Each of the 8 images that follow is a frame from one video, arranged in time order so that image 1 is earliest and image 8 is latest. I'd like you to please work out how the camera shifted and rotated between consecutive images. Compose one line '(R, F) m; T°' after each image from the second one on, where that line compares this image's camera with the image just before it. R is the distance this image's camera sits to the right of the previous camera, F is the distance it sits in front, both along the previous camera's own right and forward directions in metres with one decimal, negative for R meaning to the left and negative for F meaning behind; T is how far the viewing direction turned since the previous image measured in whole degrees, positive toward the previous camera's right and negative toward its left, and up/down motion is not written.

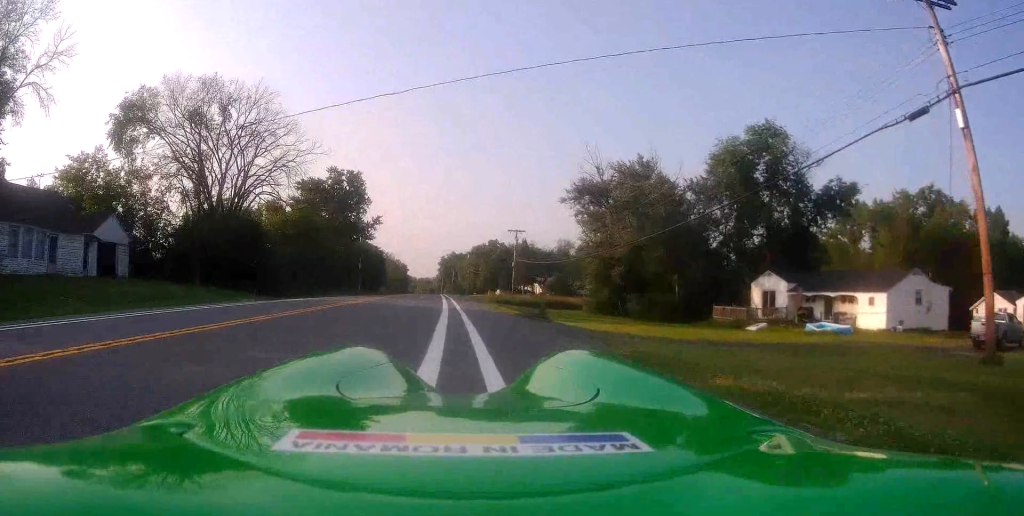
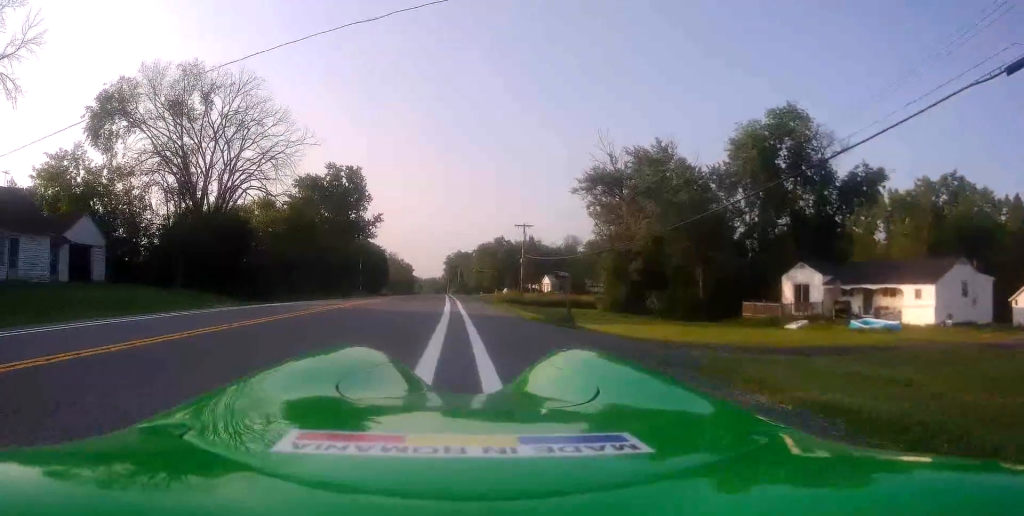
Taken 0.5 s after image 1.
(-0.2, +3.8) m; -1°
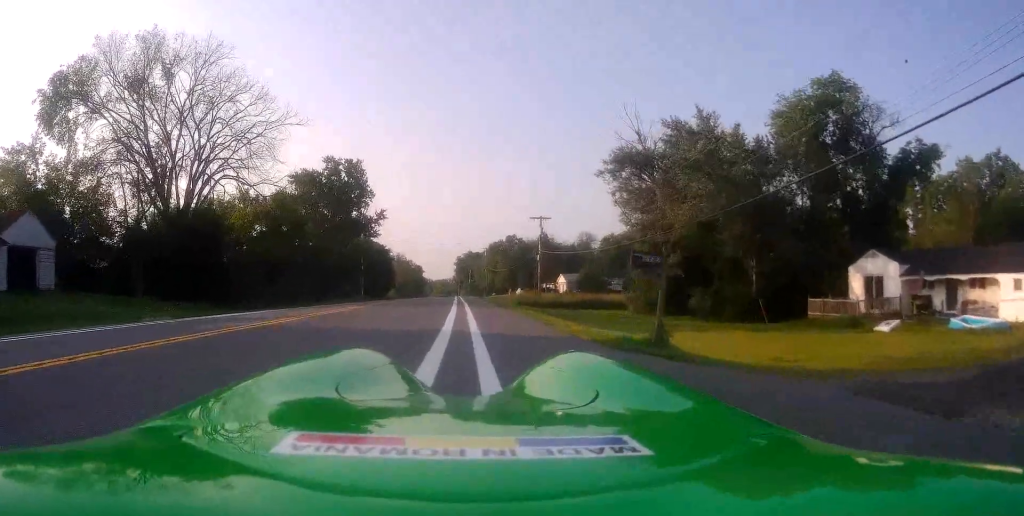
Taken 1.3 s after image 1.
(-0.1, +7.0) m; 0°
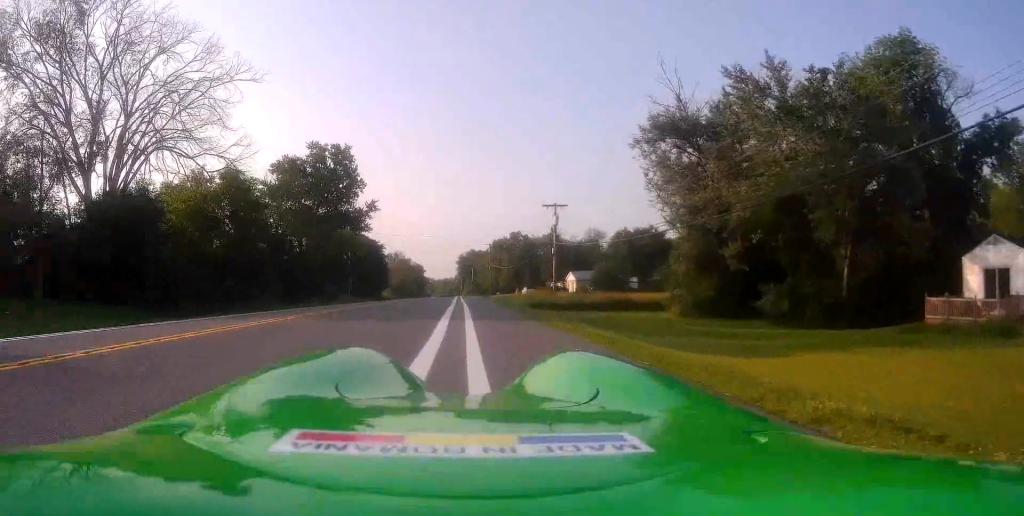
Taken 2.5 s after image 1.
(+0.3, +10.0) m; 0°
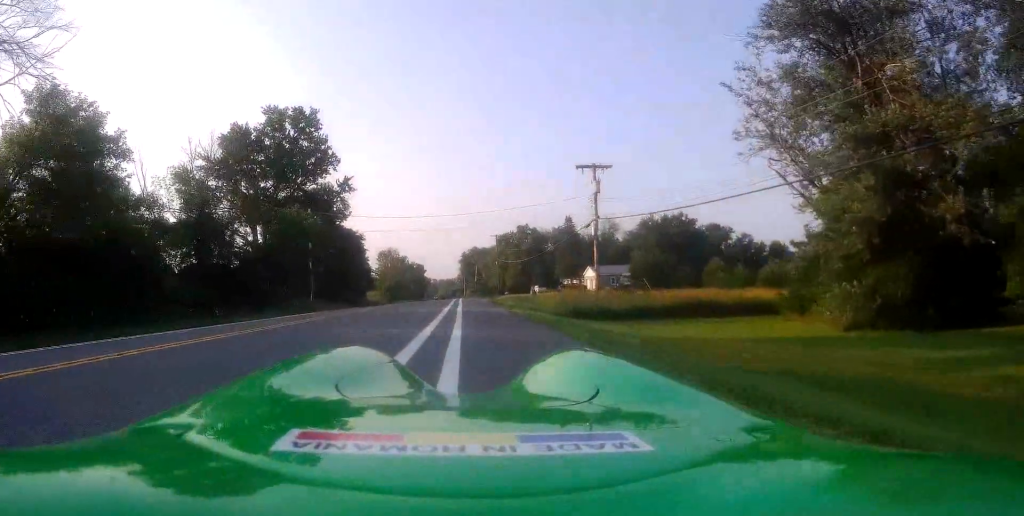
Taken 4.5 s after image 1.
(-0.9, +17.7) m; -3°
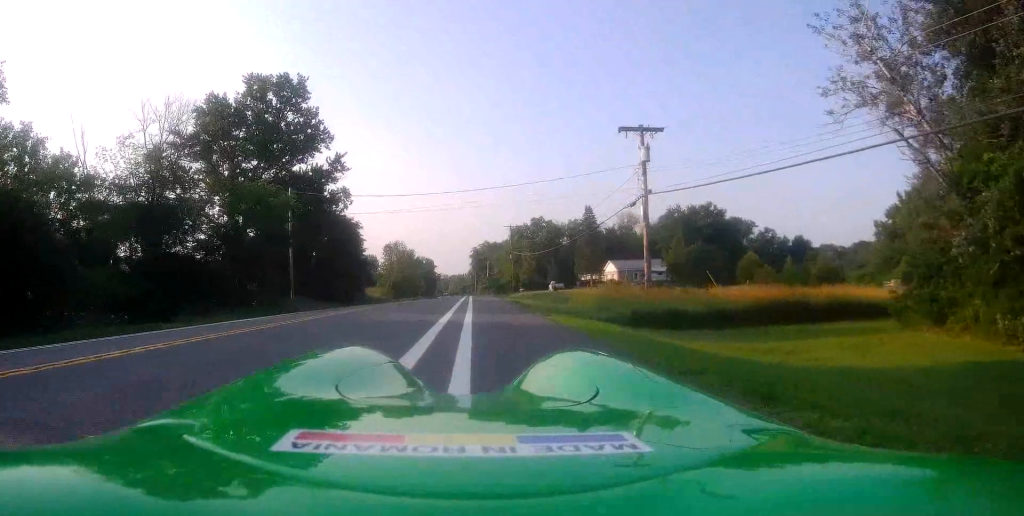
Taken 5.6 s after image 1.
(+0.1, +8.9) m; +2°
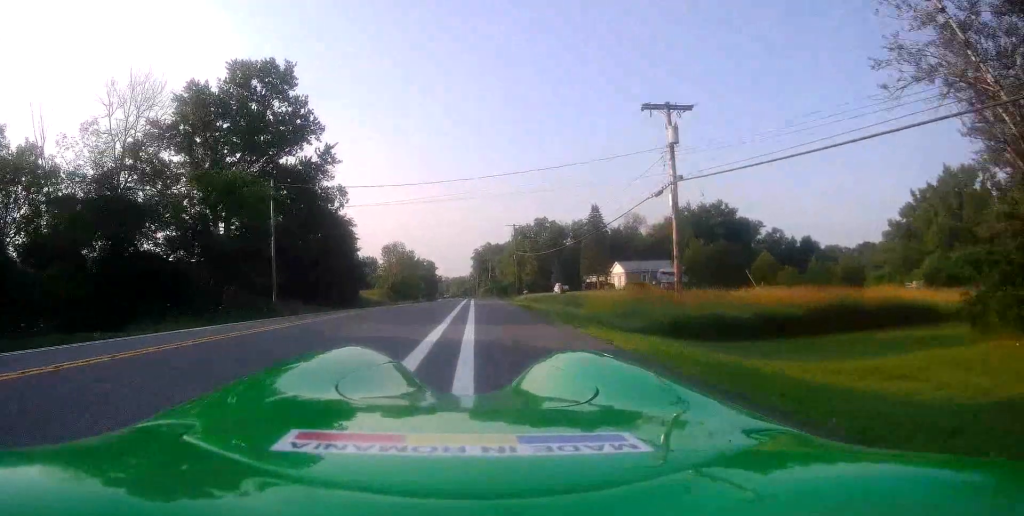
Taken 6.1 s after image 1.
(0.0, +4.2) m; 0°
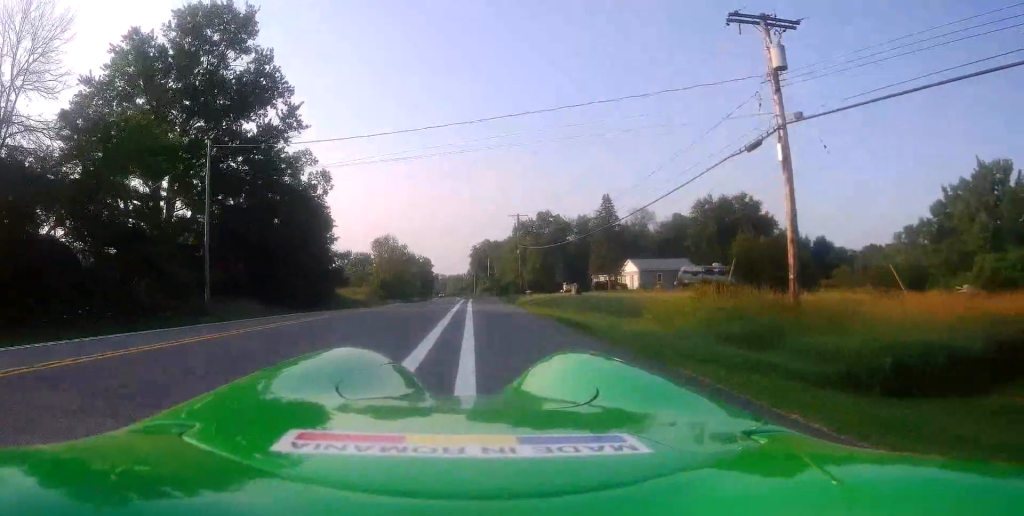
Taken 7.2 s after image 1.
(0.0, +9.9) m; -2°
